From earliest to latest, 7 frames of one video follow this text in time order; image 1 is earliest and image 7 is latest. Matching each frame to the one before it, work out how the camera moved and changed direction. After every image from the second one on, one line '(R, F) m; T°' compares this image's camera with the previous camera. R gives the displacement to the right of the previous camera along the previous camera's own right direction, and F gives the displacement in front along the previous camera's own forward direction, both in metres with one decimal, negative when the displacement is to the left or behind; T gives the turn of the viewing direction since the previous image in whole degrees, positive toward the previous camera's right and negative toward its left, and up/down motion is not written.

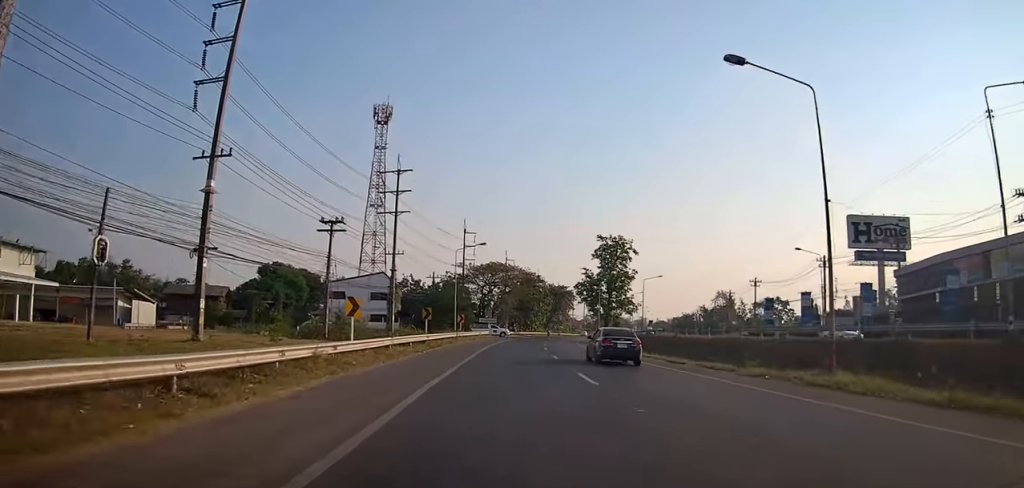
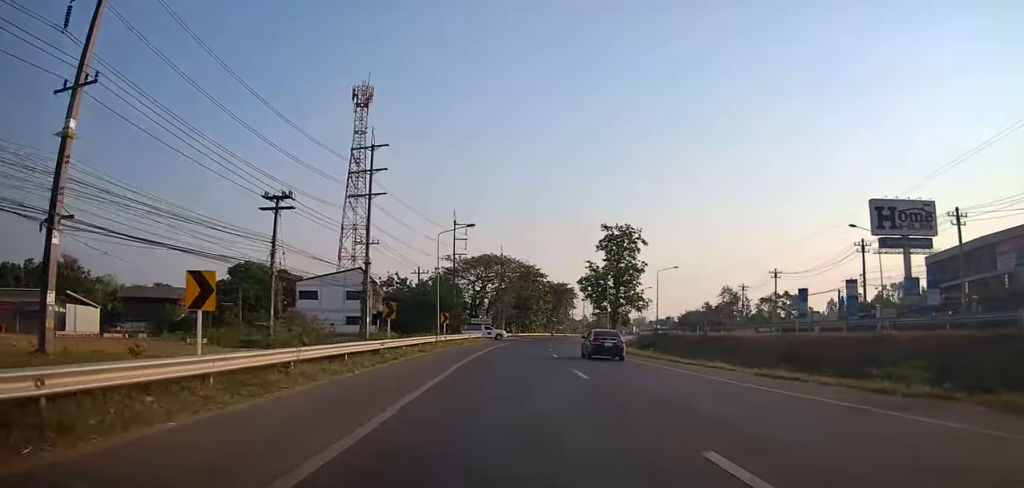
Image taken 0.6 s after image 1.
(-0.4, +10.6) m; 0°
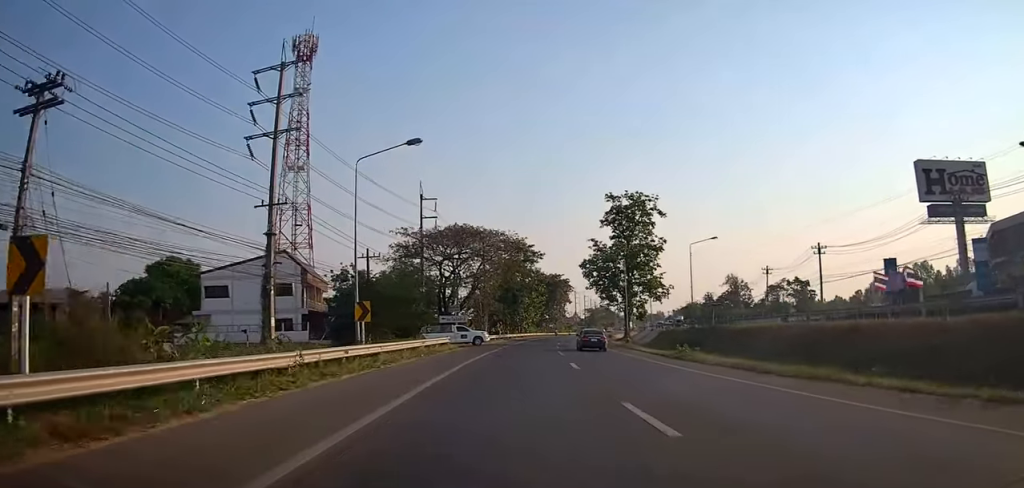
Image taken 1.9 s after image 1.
(+1.0, +20.4) m; +3°
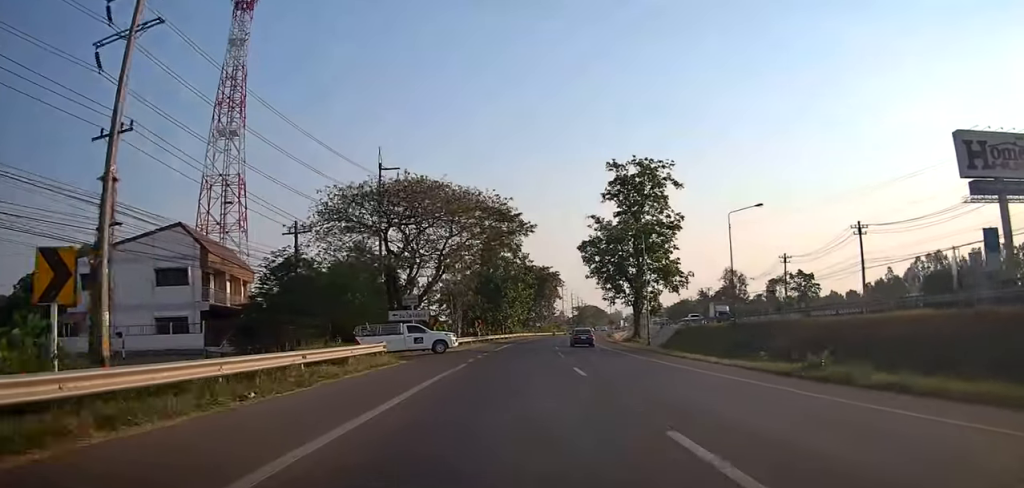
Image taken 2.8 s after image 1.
(+0.1, +15.1) m; +1°
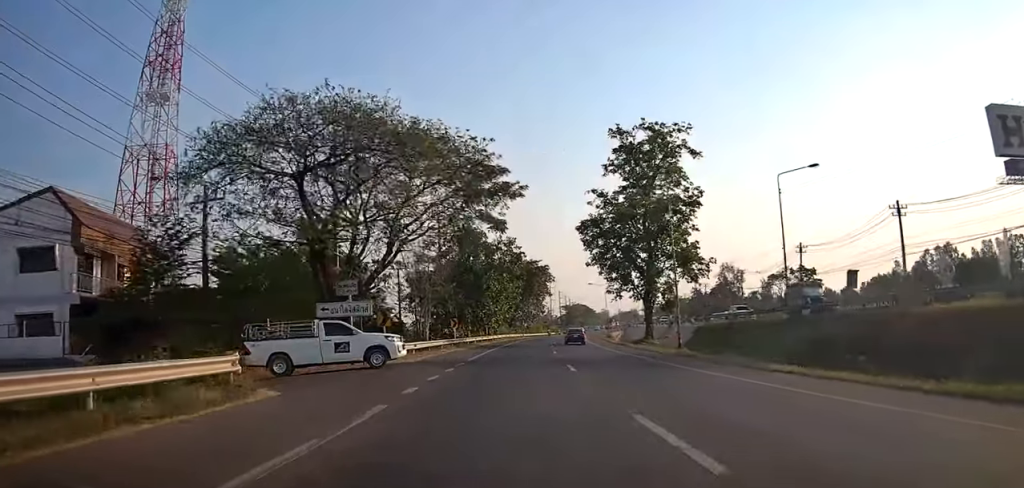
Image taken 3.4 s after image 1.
(-0.1, +11.1) m; +2°
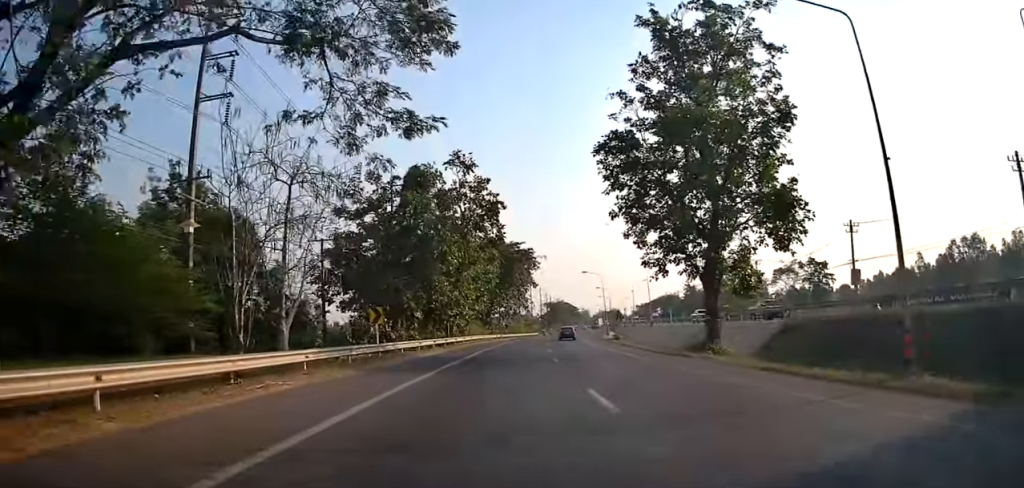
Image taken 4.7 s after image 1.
(+0.9, +21.0) m; +1°
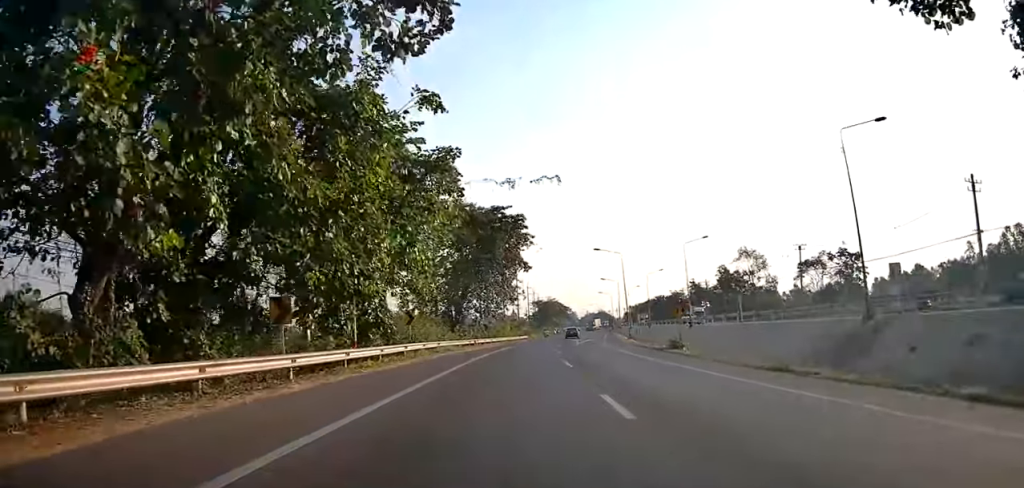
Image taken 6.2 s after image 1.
(-0.1, +25.1) m; +2°
